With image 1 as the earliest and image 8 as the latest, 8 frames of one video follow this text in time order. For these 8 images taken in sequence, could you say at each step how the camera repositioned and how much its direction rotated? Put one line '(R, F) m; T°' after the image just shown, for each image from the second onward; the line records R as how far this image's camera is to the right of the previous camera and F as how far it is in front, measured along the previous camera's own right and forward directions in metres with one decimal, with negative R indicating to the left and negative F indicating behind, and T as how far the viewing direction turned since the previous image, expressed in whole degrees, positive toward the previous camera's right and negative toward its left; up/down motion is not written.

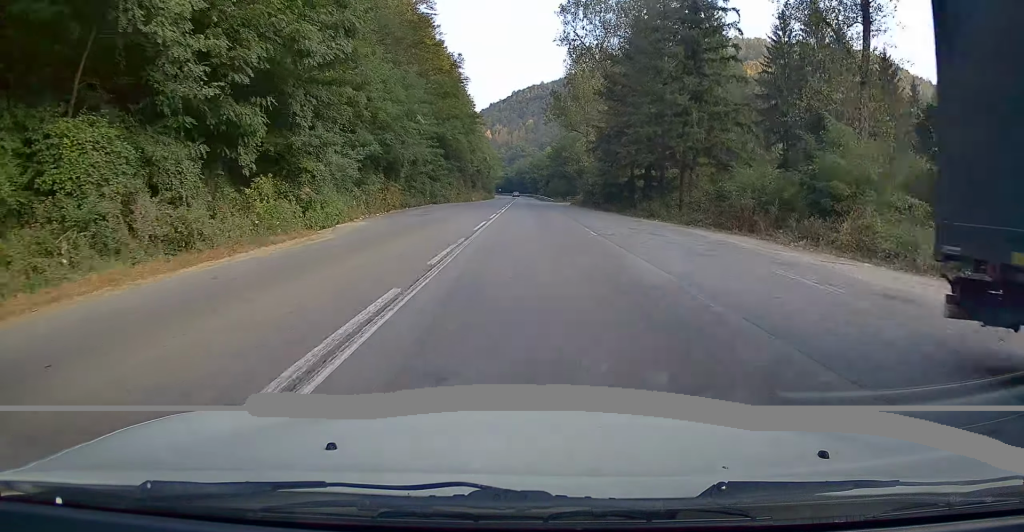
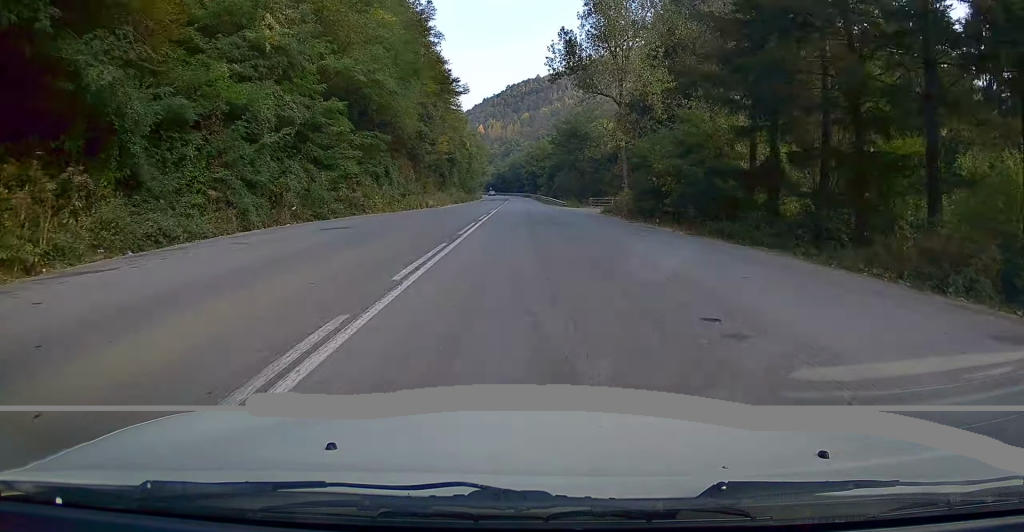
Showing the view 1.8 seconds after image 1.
(0.0, +37.6) m; +1°
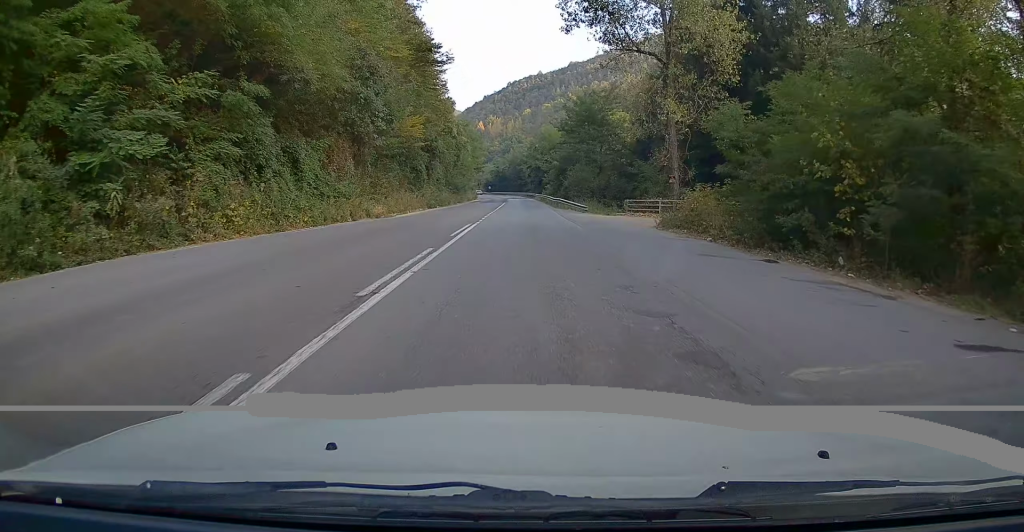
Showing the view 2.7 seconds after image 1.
(+0.3, +19.8) m; +1°
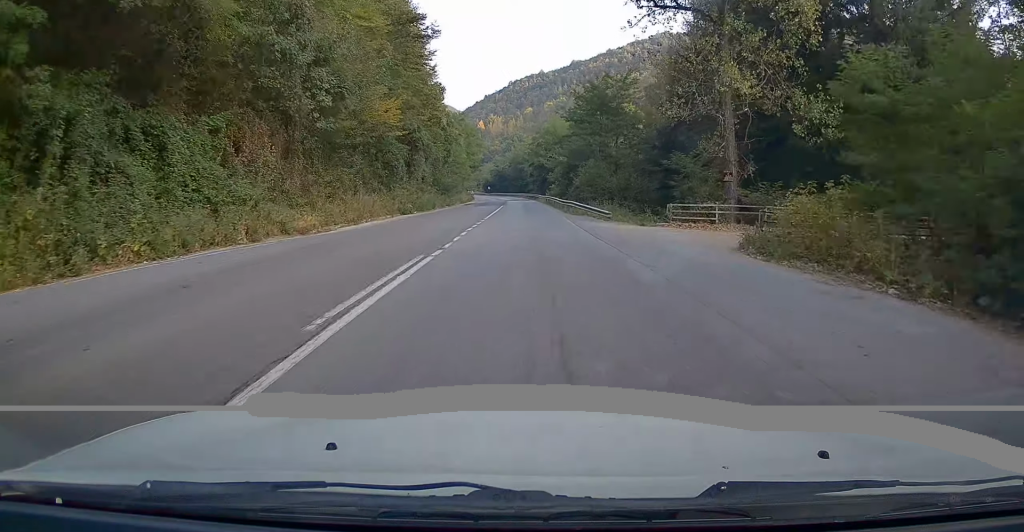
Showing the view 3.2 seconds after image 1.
(0.0, +11.4) m; 0°
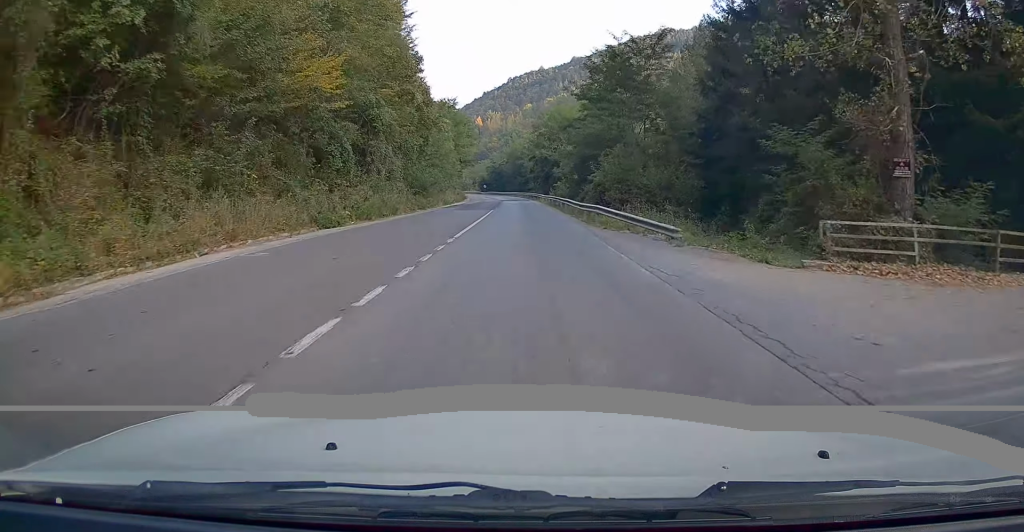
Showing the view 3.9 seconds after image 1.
(0.0, +15.1) m; 0°
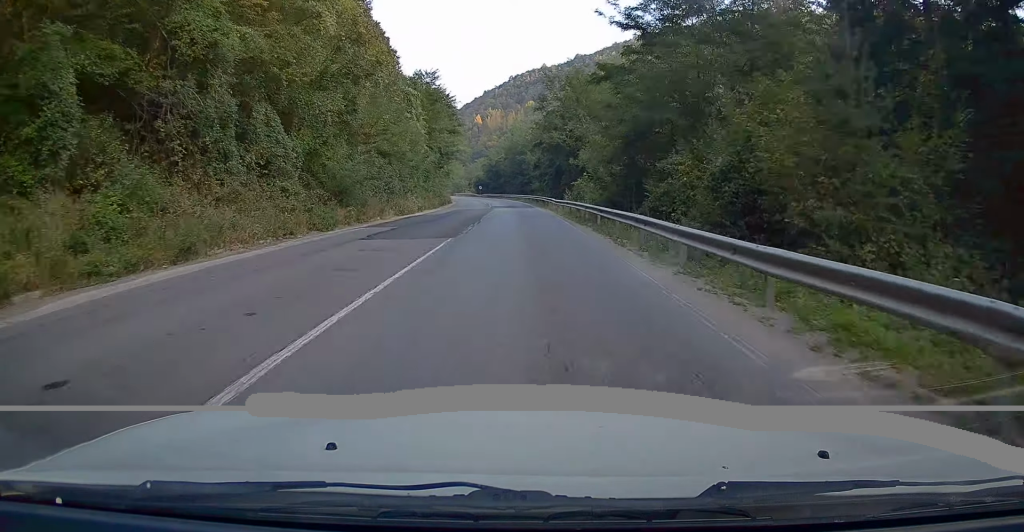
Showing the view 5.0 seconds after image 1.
(-0.2, +23.1) m; -1°
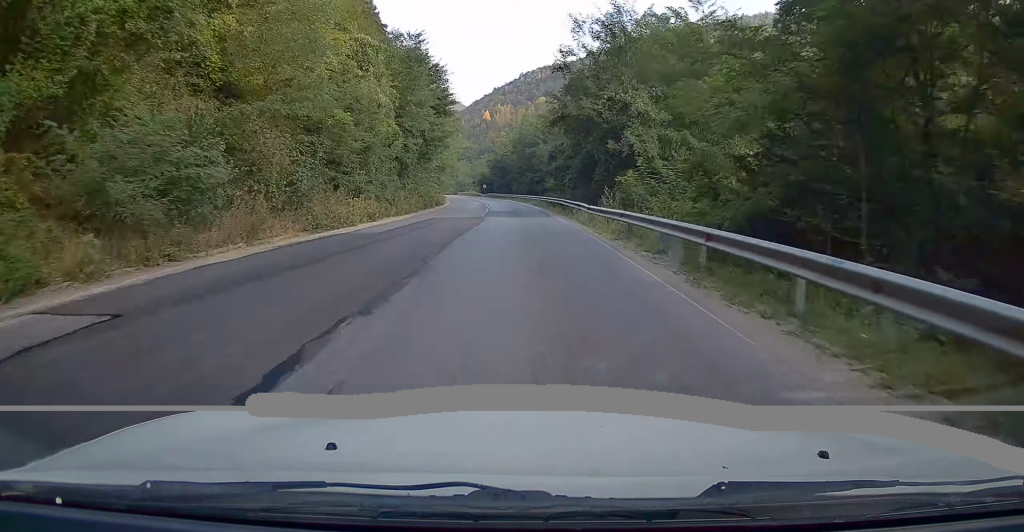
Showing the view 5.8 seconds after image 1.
(0.0, +17.3) m; 0°
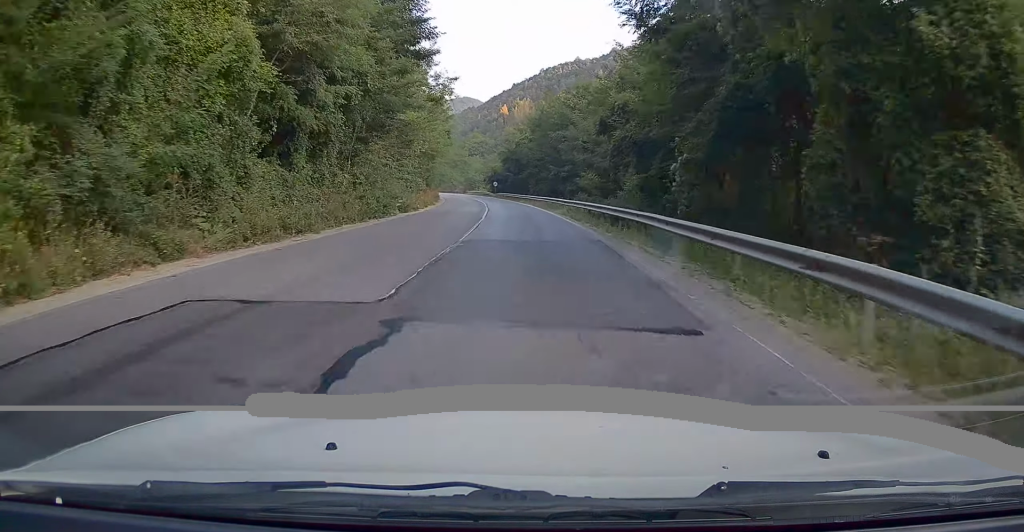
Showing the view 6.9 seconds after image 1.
(-0.1, +23.9) m; -1°
